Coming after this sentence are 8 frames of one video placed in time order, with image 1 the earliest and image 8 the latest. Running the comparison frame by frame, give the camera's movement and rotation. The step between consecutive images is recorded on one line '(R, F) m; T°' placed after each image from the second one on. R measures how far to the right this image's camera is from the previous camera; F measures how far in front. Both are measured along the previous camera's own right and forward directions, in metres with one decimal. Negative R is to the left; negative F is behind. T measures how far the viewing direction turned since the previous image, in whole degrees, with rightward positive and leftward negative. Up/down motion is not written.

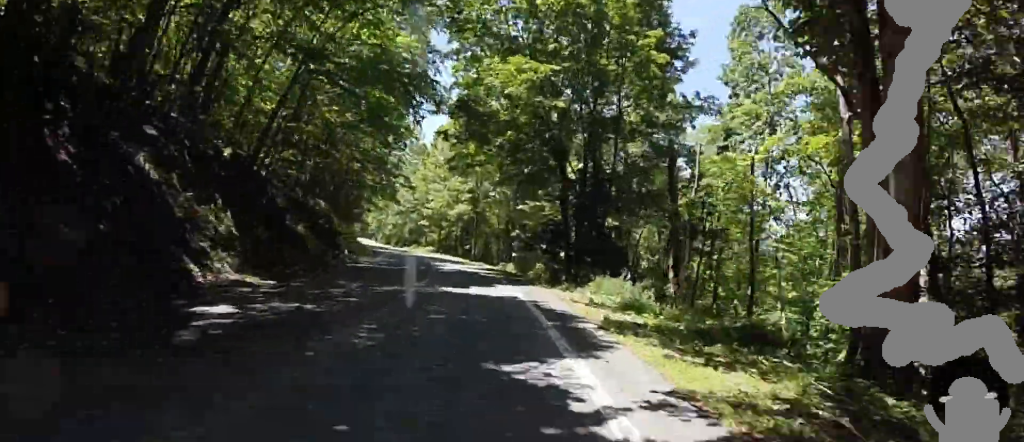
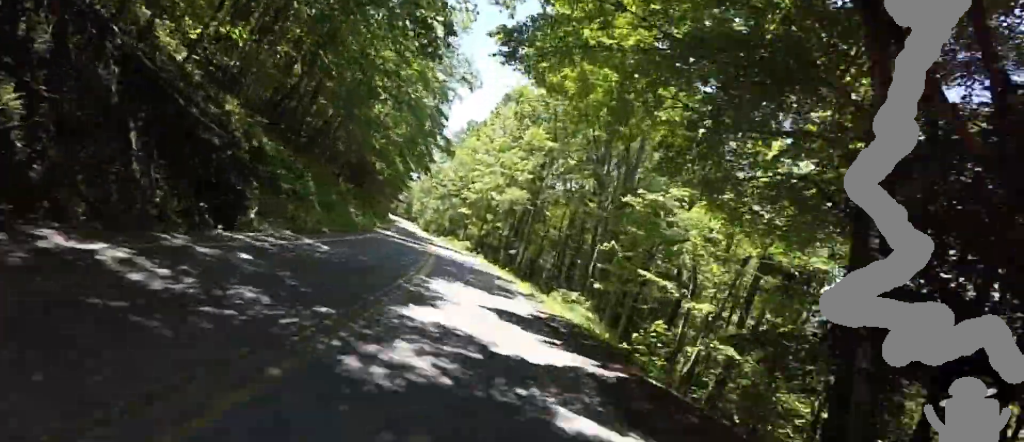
(-0.2, +19.7) m; -2°
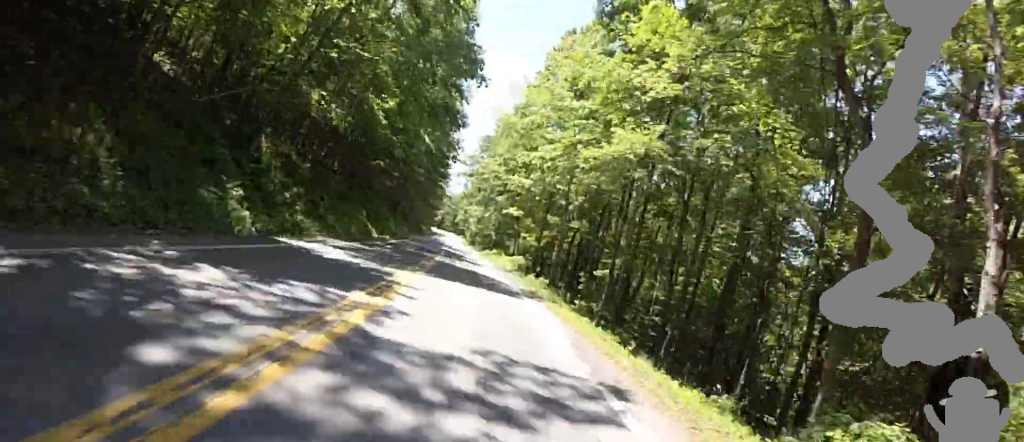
(-0.5, +24.2) m; -4°
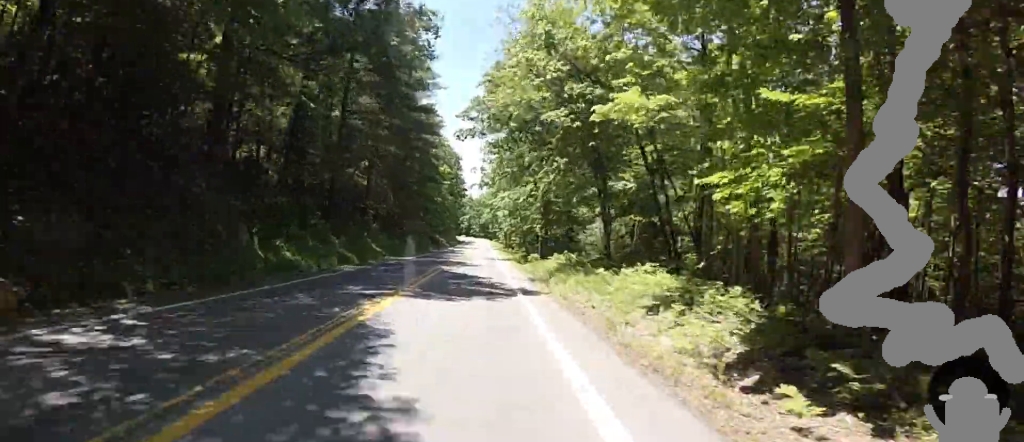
(-1.2, +33.2) m; -1°
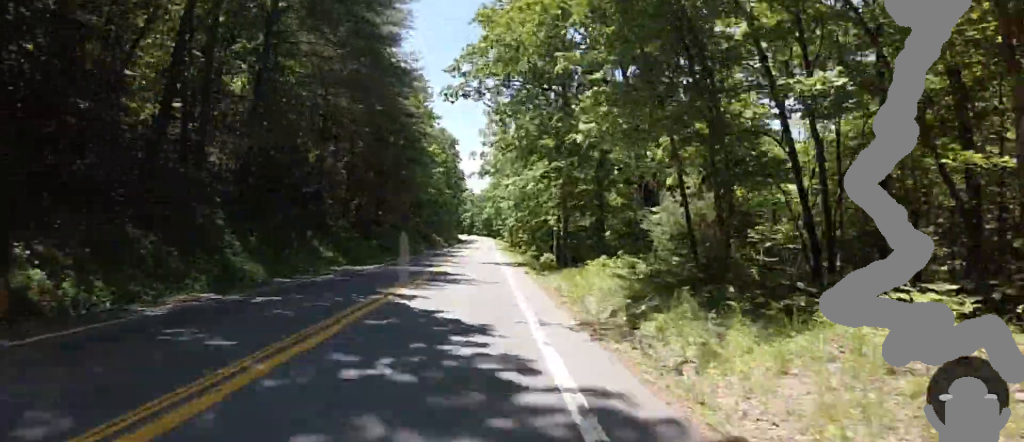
(+0.6, +11.2) m; 0°
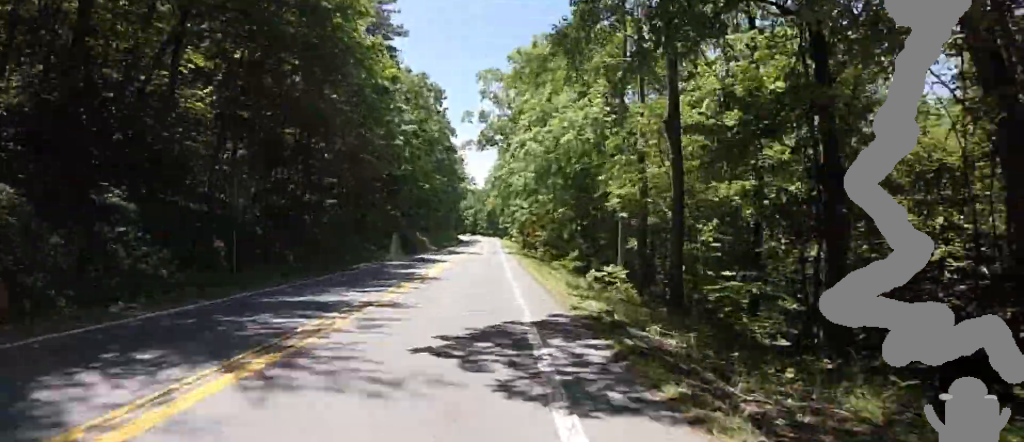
(-1.1, +22.1) m; 0°
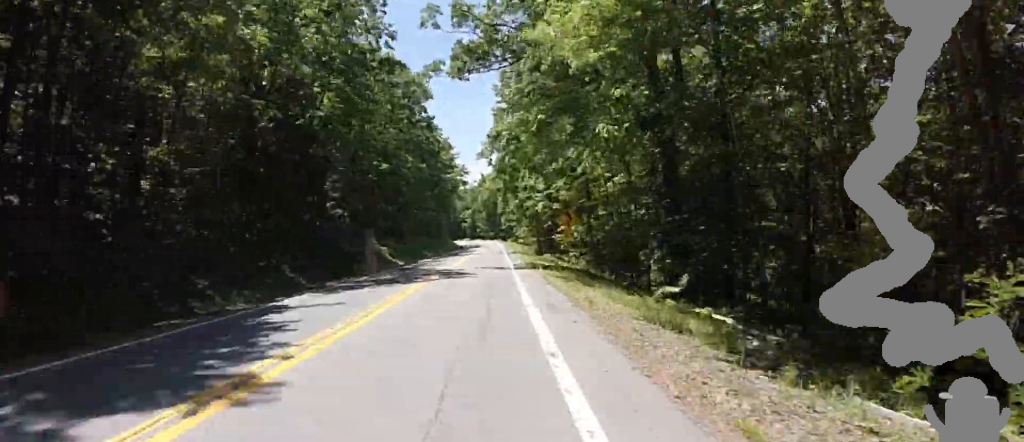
(+0.6, +22.0) m; 0°
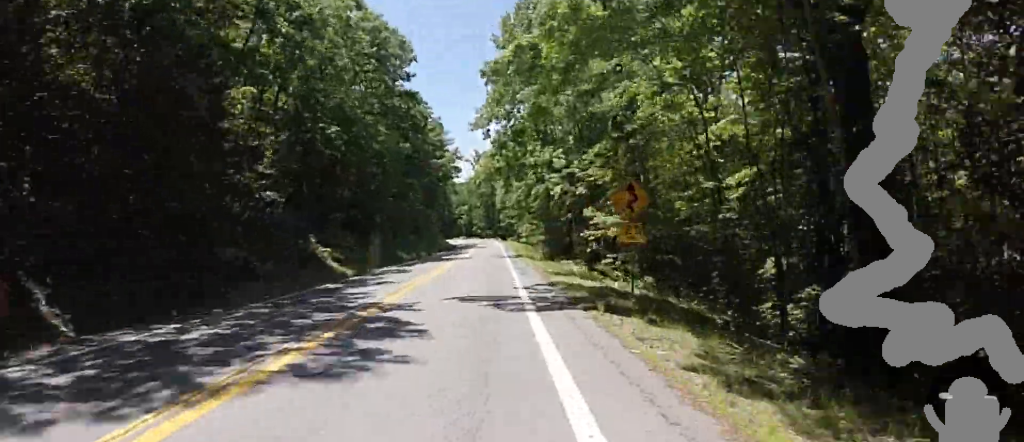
(+0.5, +11.8) m; 0°
